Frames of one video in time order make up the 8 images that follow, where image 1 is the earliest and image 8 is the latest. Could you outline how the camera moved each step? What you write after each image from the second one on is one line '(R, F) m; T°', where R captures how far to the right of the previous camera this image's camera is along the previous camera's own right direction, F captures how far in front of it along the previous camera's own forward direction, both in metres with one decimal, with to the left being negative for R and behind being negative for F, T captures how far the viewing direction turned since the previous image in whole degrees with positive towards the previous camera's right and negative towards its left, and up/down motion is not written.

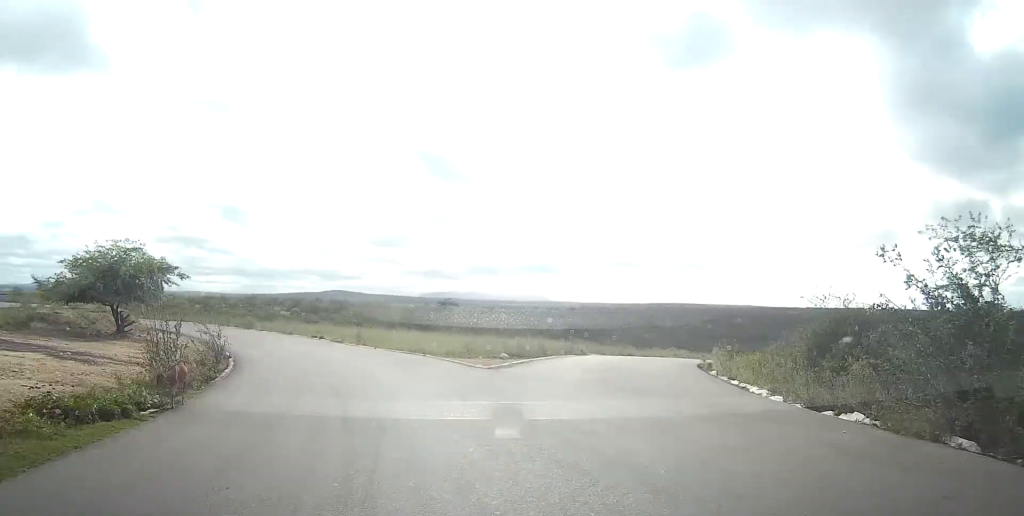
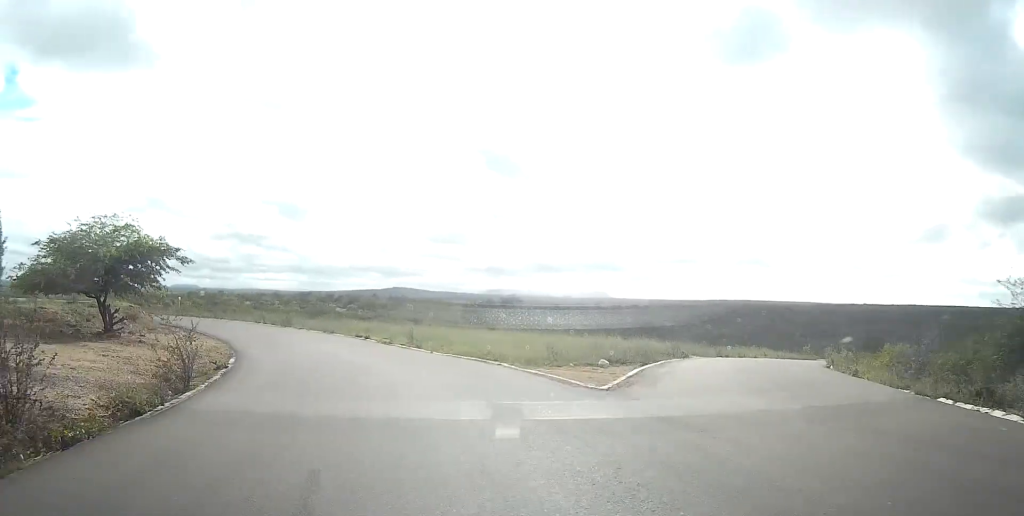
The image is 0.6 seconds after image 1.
(-0.2, +8.2) m; -4°
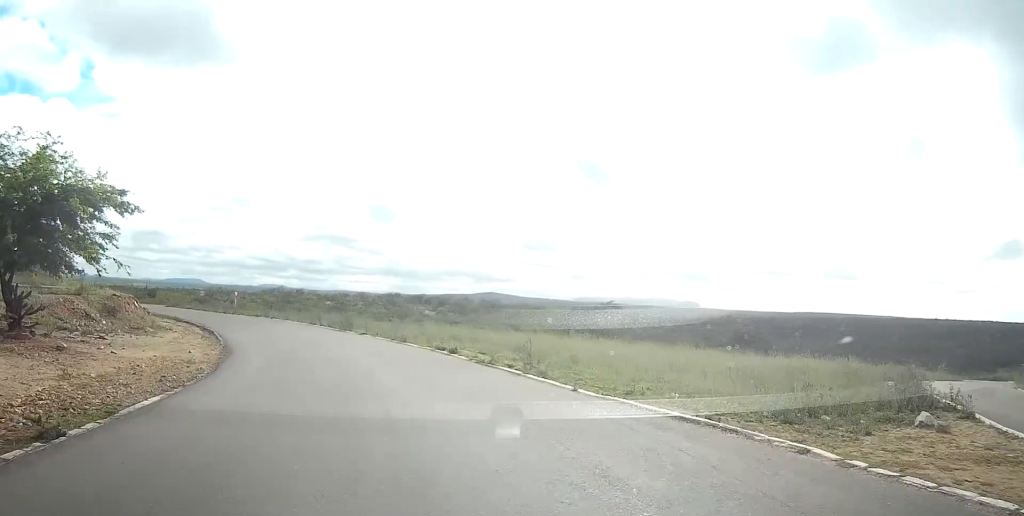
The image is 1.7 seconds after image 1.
(-0.7, +13.4) m; -7°
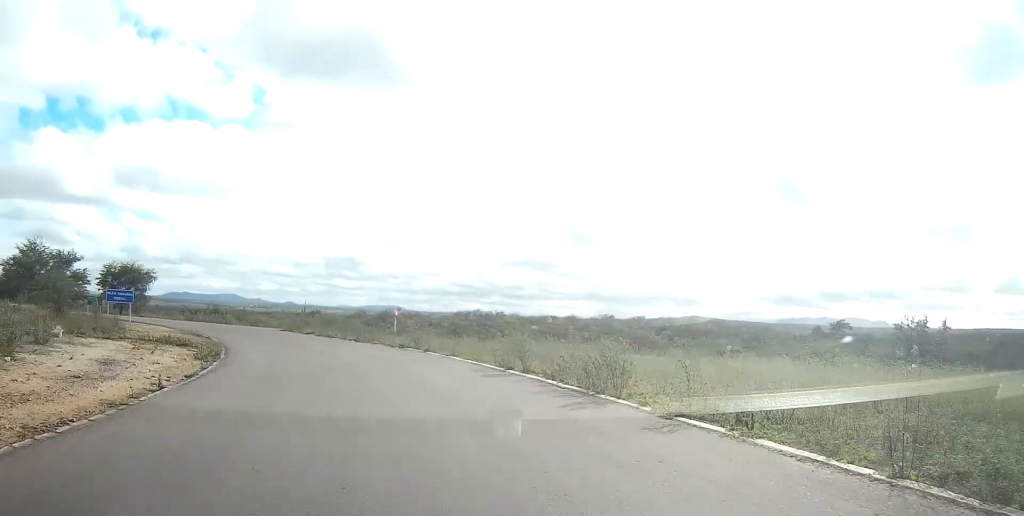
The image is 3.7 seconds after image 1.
(-4.0, +26.1) m; -21°
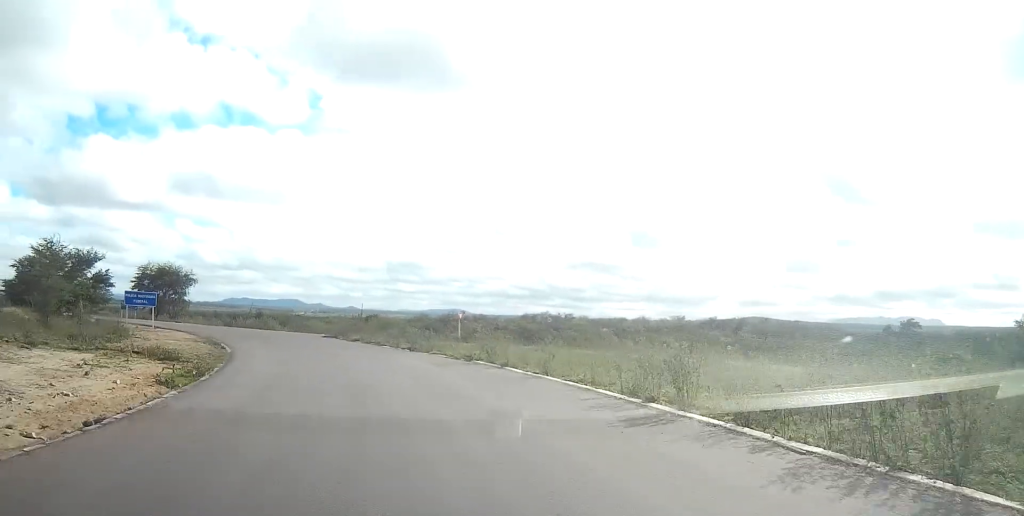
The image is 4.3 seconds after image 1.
(-1.0, +7.6) m; -5°
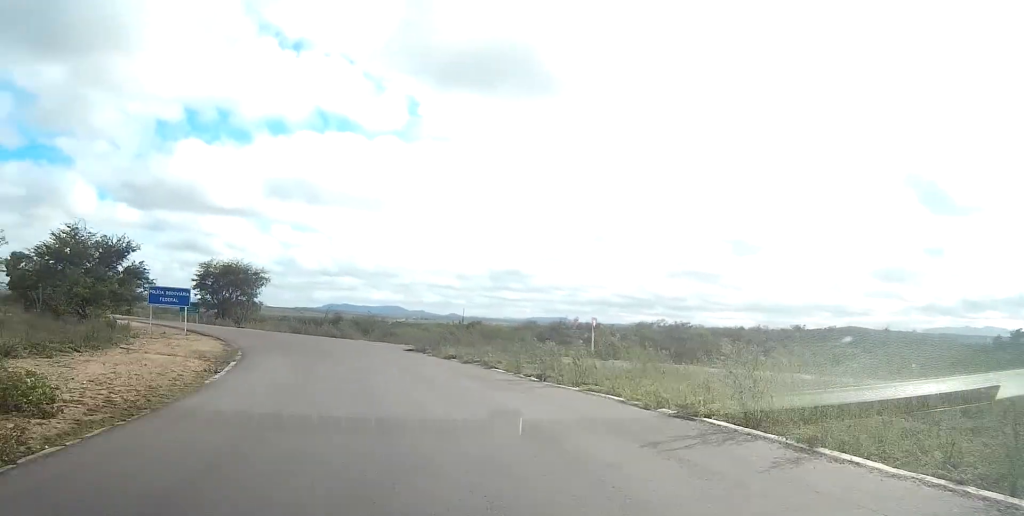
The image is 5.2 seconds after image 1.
(-0.6, +12.3) m; -3°
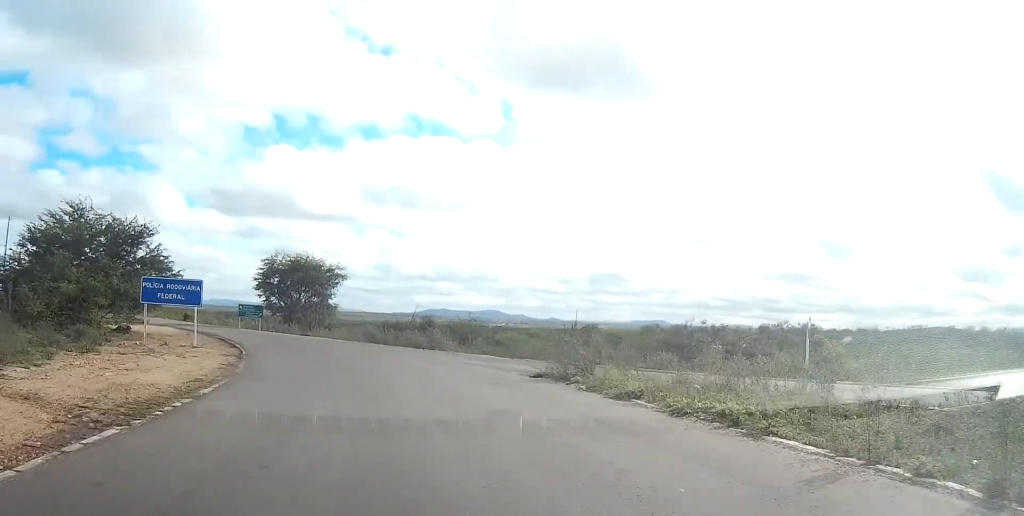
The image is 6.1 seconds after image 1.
(0.0, +12.9) m; -4°
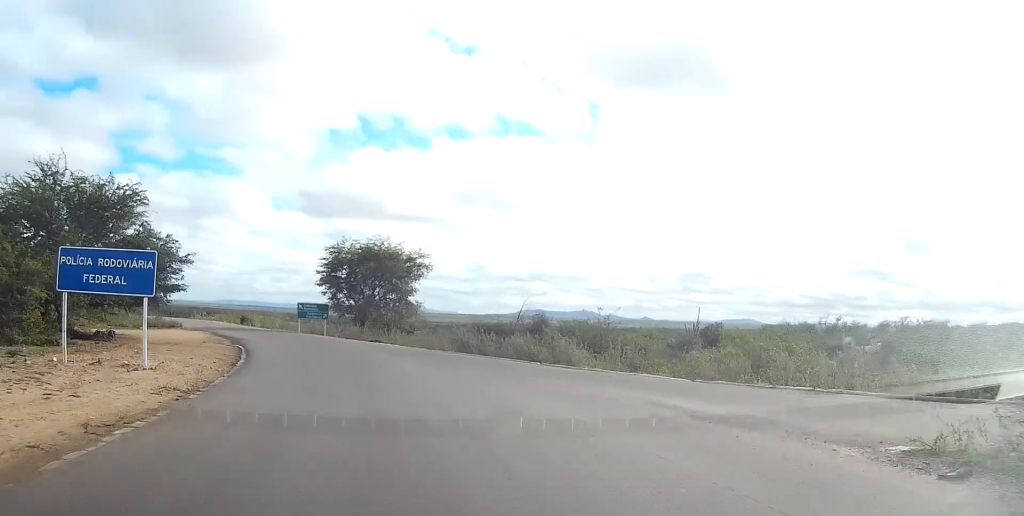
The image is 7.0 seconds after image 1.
(-0.7, +12.2) m; -9°
